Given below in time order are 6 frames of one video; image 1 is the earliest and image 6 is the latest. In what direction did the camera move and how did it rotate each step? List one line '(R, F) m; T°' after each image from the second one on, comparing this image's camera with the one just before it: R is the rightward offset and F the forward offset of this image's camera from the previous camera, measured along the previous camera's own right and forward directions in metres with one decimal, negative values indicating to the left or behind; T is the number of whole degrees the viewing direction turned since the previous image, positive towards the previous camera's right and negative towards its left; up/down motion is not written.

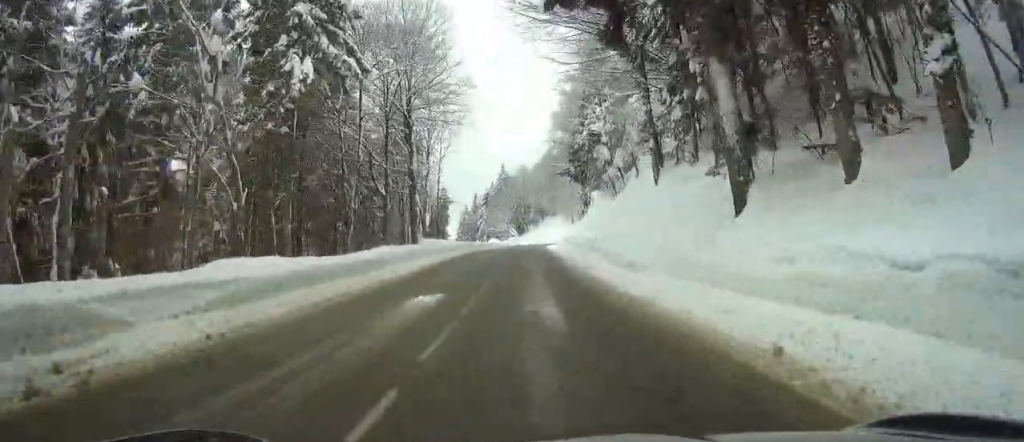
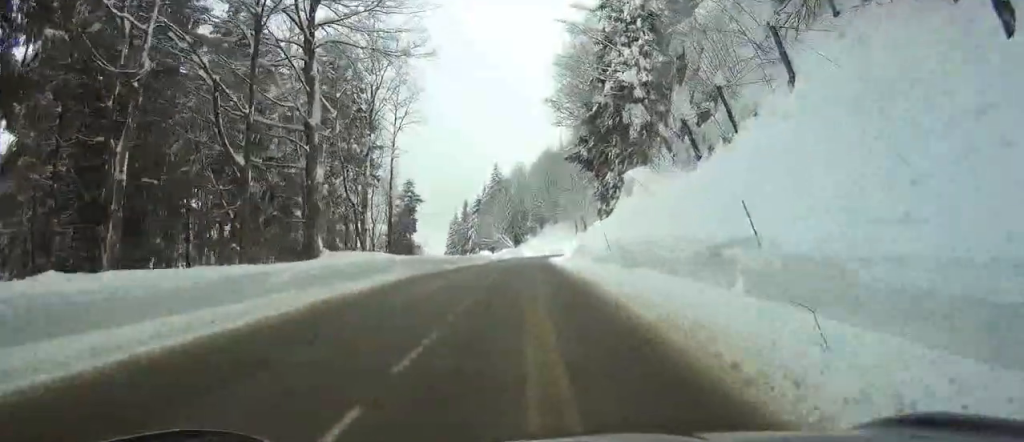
(-0.1, +22.4) m; -1°
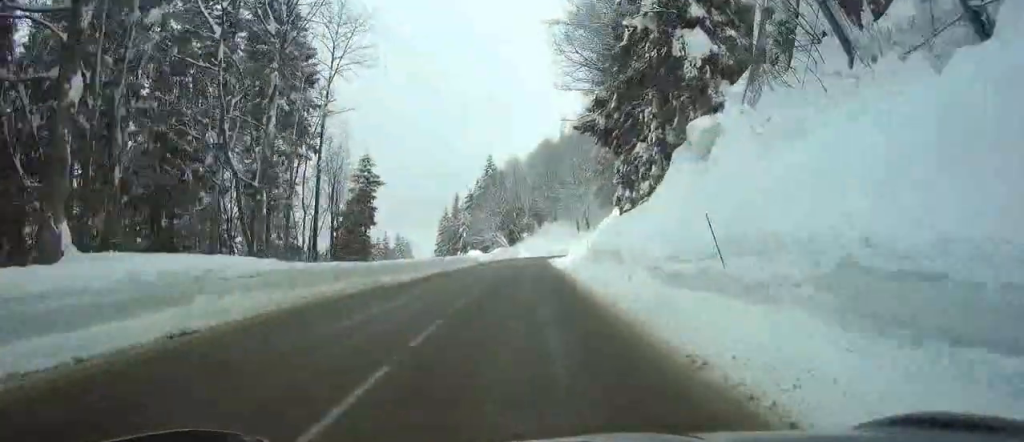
(0.0, +14.3) m; 0°
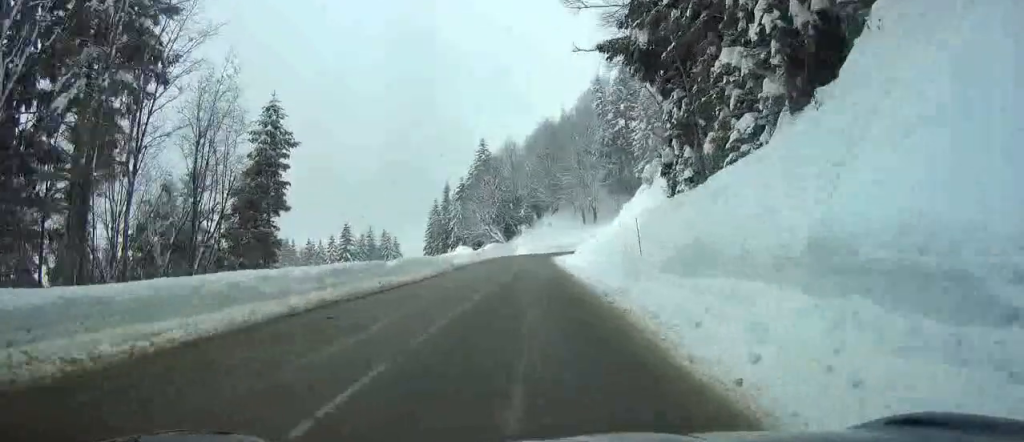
(-0.1, +16.6) m; 0°
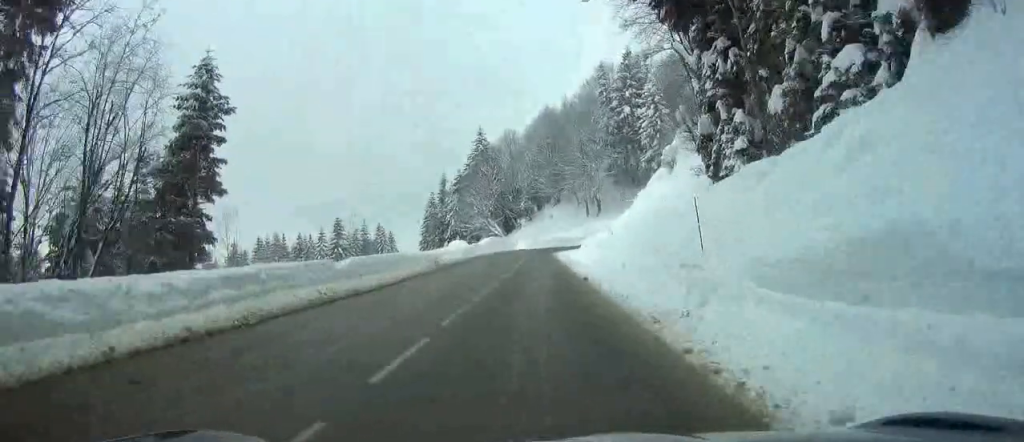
(0.0, +6.9) m; 0°
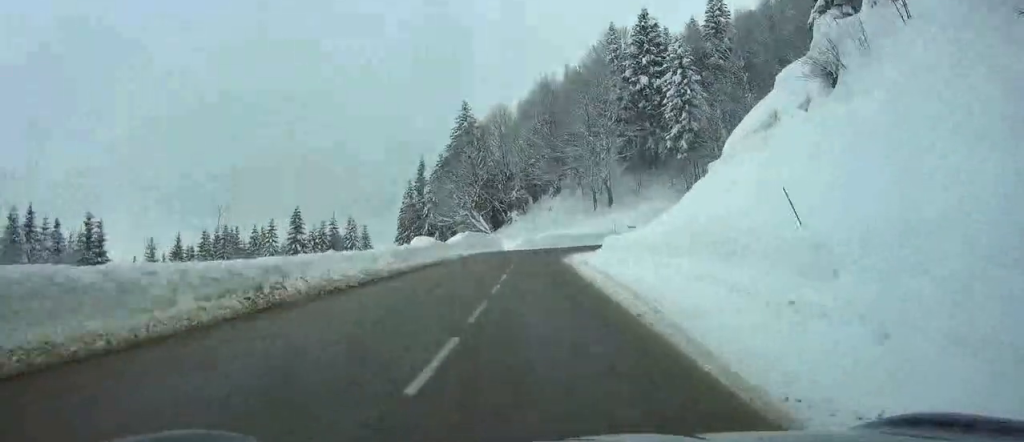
(0.0, +21.7) m; 0°
